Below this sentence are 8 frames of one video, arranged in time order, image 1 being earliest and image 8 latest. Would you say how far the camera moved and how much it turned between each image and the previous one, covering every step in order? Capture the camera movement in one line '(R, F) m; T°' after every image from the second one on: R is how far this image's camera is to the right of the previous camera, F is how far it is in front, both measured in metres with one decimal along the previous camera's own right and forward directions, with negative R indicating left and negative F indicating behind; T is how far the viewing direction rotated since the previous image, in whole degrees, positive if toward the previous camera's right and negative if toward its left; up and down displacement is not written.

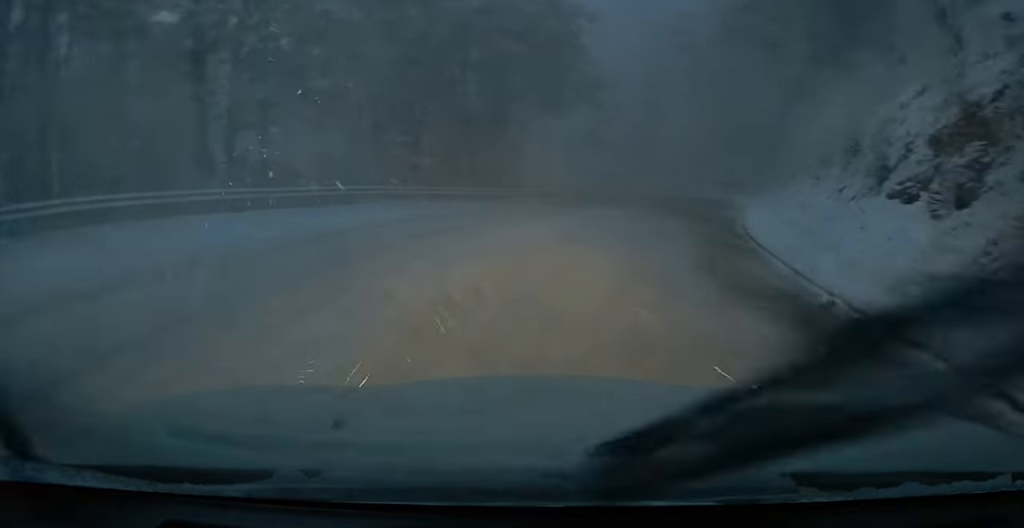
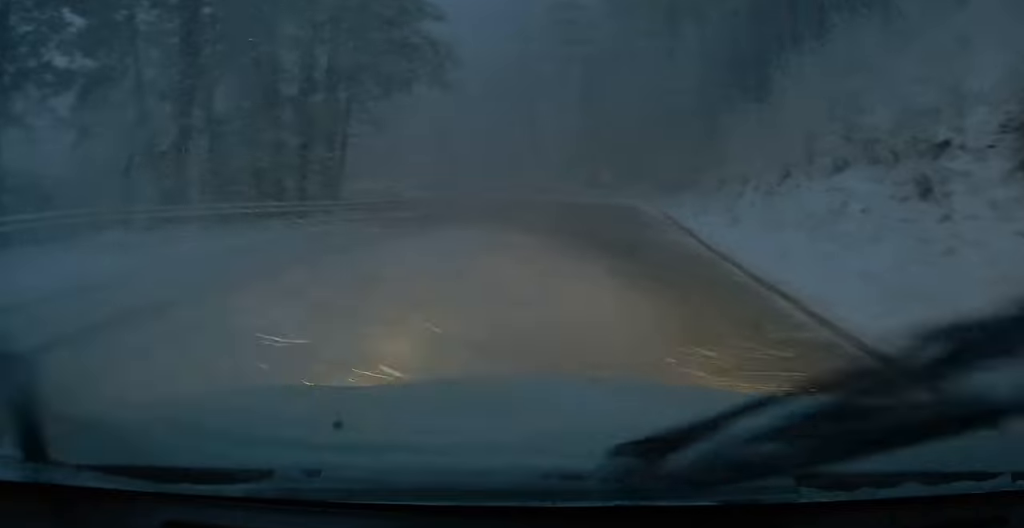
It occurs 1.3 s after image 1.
(+0.4, +7.9) m; +4°
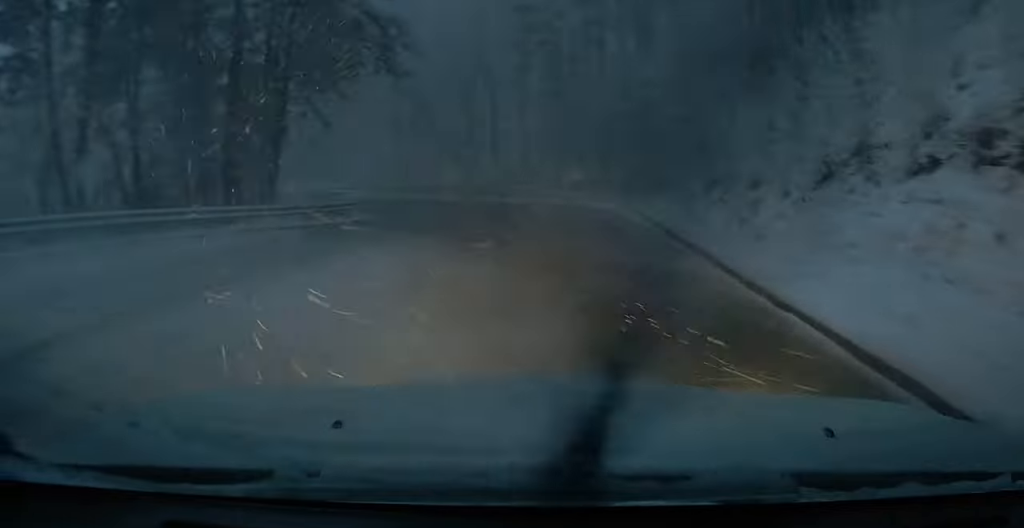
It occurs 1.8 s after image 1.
(0.0, +2.7) m; +1°
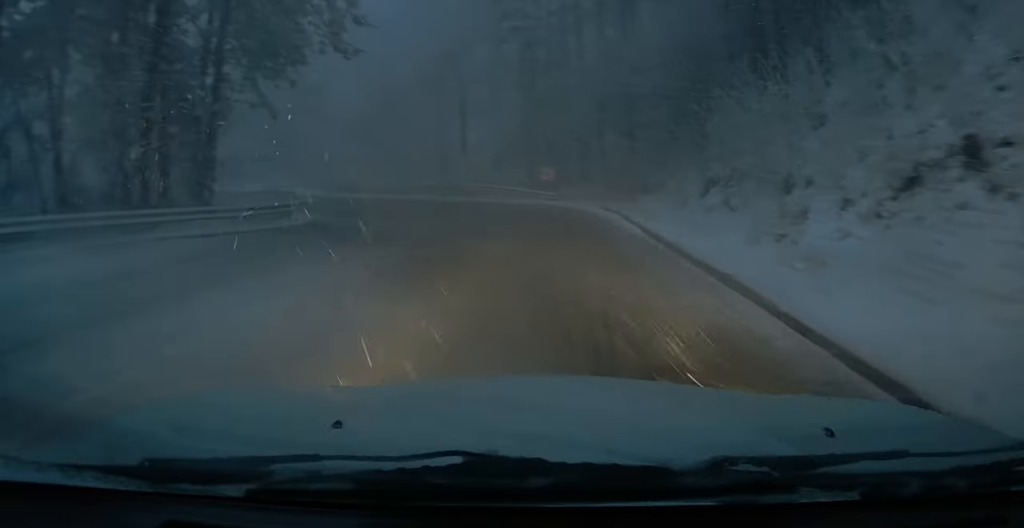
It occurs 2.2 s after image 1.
(0.0, +2.5) m; +1°
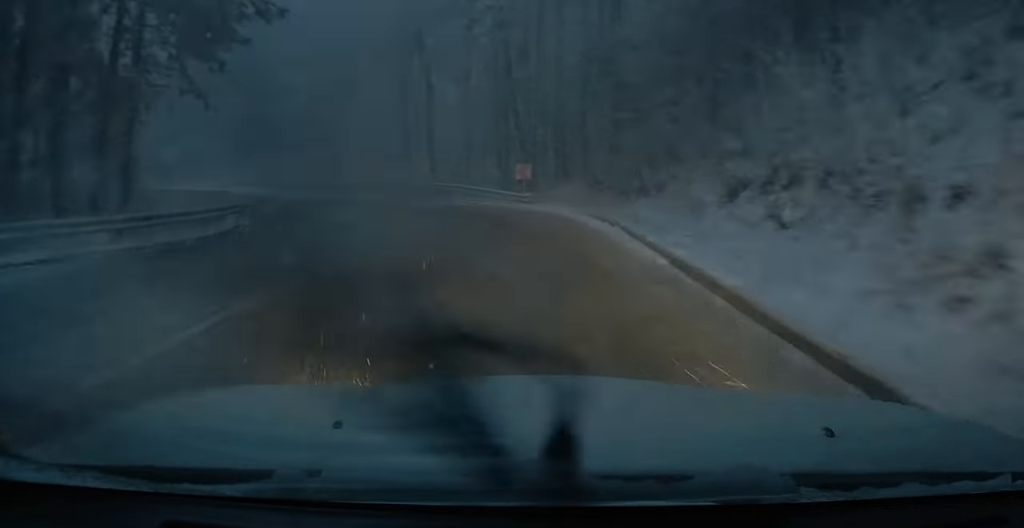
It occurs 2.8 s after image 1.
(+0.1, +3.6) m; +1°
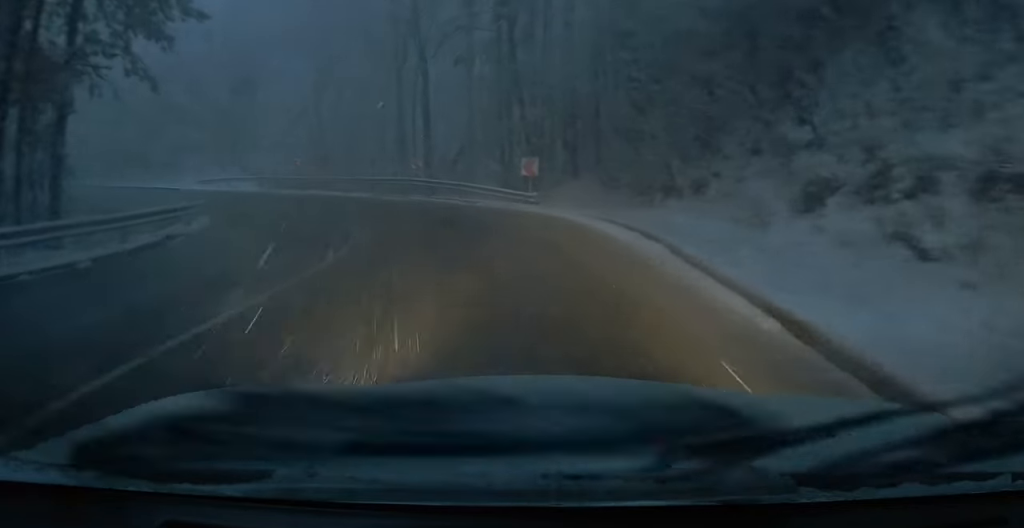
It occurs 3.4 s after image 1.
(+0.1, +3.3) m; +1°
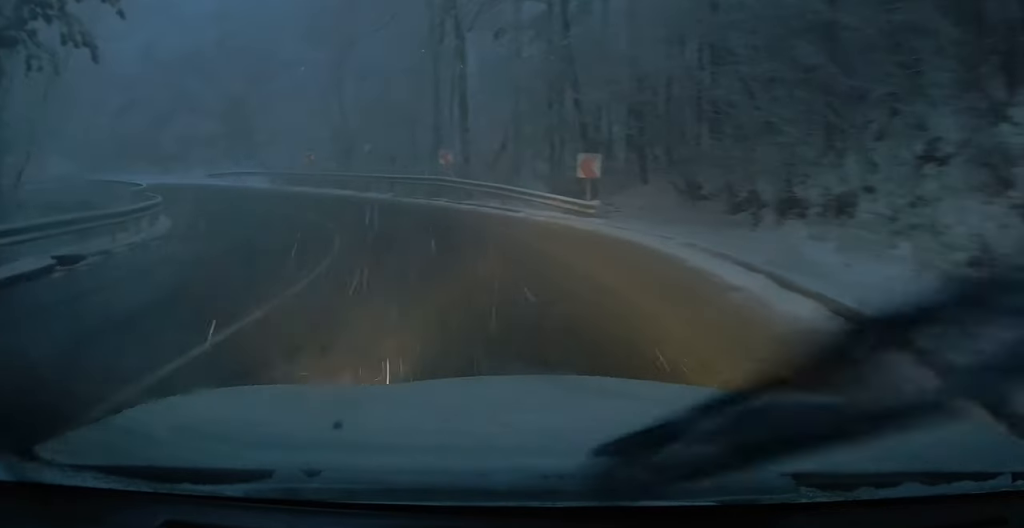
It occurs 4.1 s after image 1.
(+0.1, +4.7) m; -4°
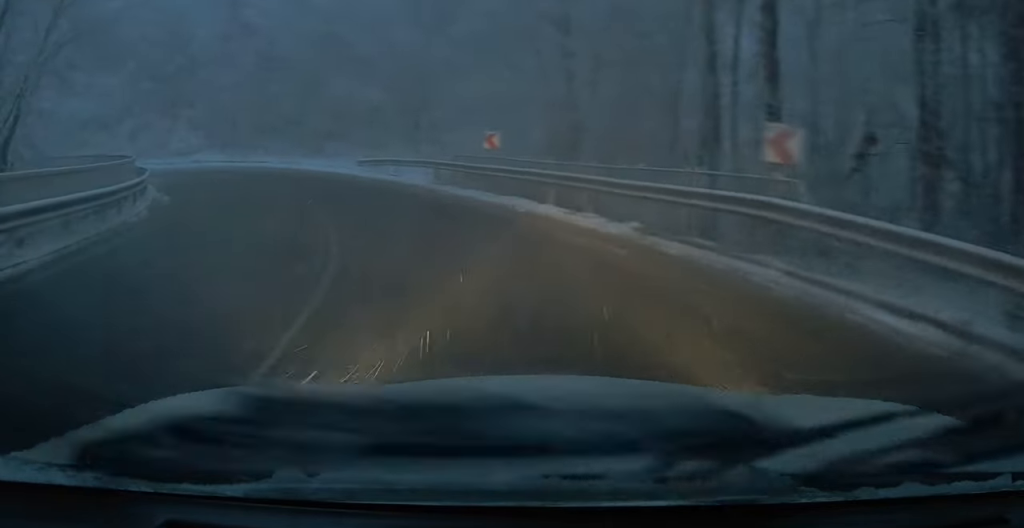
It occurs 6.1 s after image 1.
(-1.2, +13.3) m; -10°
